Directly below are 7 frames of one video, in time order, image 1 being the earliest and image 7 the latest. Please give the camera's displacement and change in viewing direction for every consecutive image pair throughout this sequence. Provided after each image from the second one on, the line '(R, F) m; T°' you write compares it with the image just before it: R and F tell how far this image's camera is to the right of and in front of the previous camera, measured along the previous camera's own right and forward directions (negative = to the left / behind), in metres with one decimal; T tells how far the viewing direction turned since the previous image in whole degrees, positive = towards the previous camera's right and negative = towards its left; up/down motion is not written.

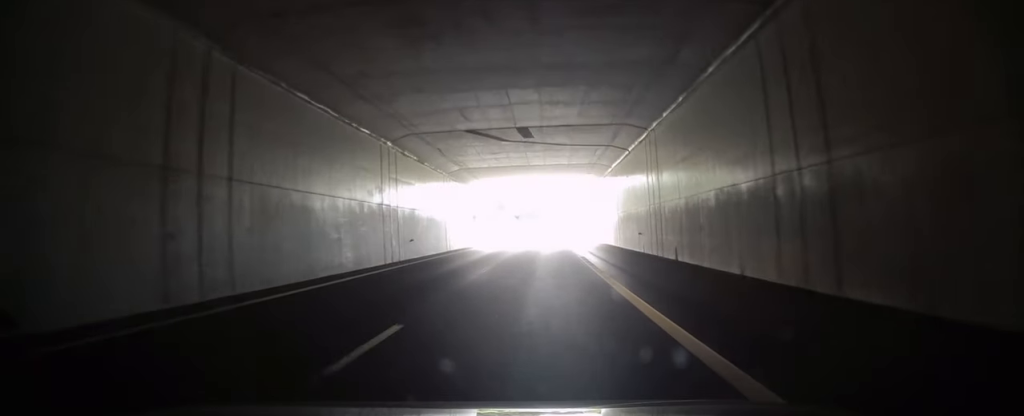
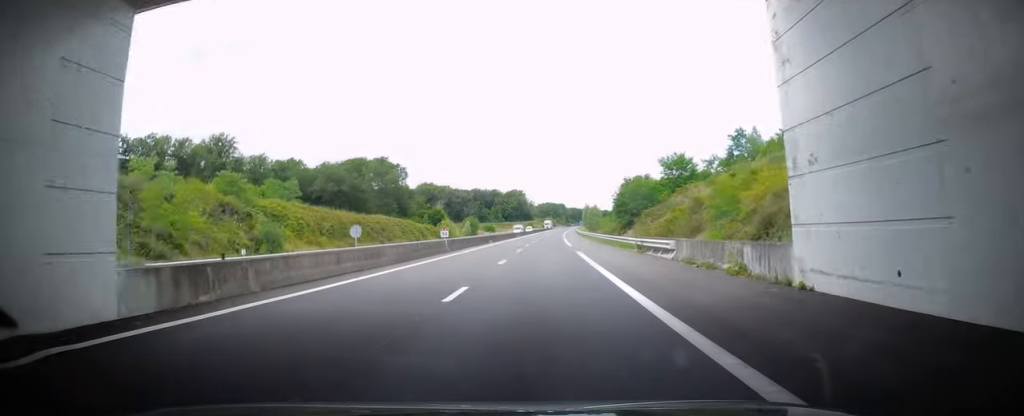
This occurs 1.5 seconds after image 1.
(0.0, +45.0) m; +2°
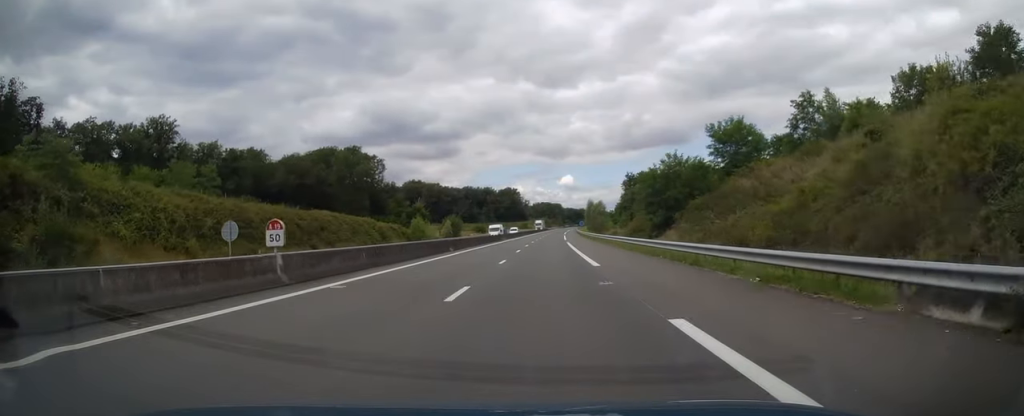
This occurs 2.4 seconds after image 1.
(+0.8, +25.5) m; +2°
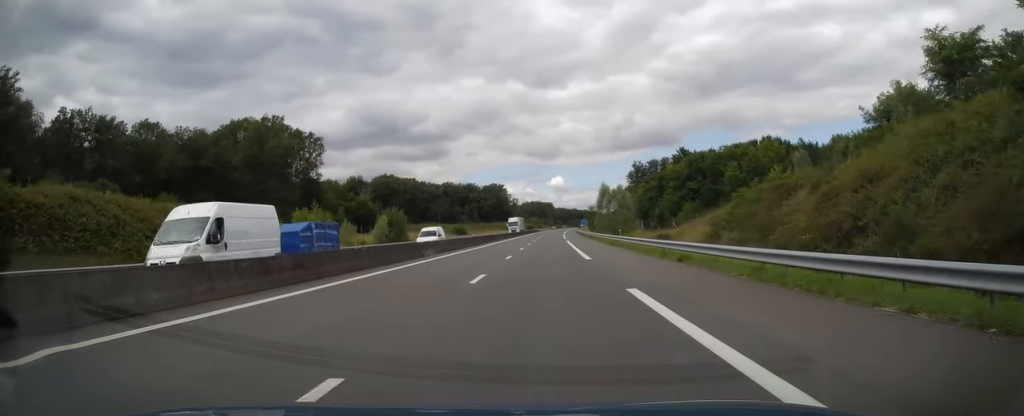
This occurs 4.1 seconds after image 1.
(0.0, +47.6) m; -2°
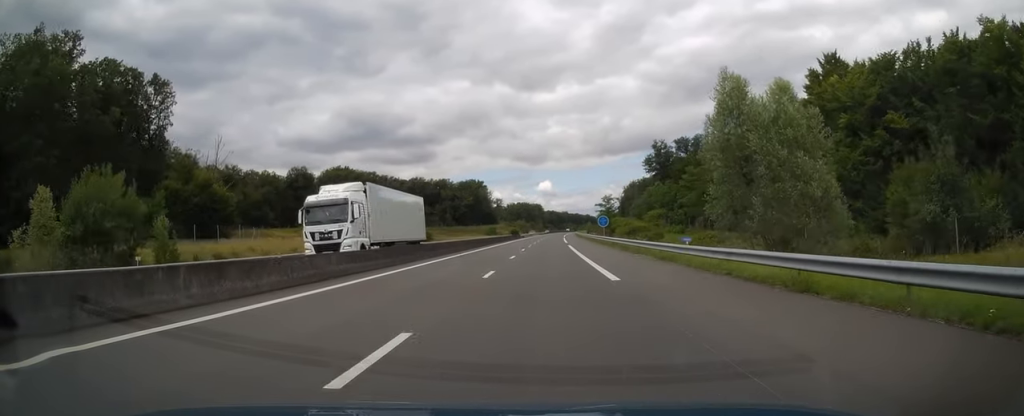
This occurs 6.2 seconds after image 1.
(+1.0, +62.3) m; +2°
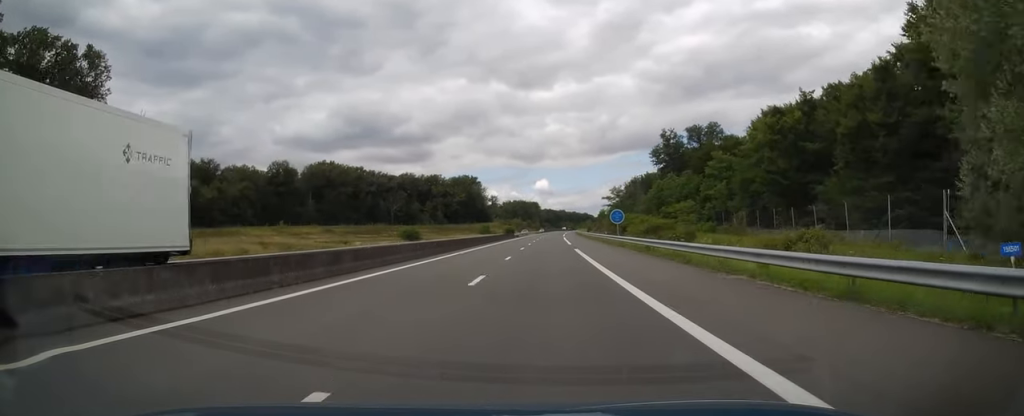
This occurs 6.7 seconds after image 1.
(-0.3, +16.1) m; 0°
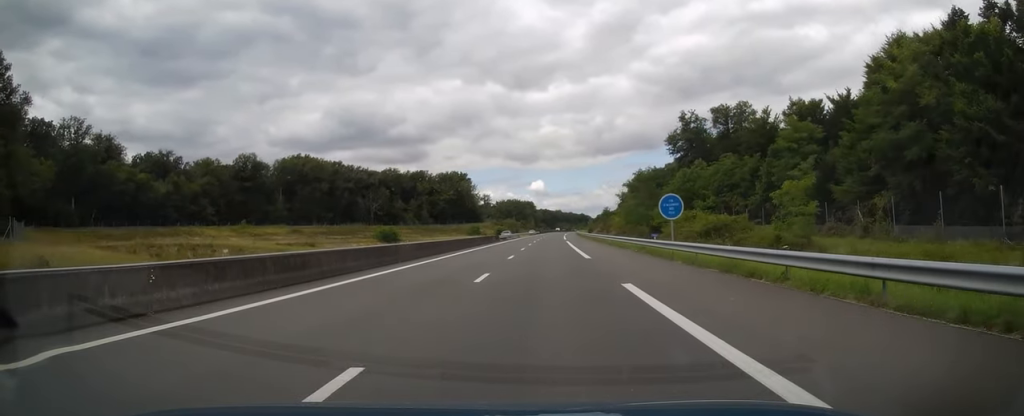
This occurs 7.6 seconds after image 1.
(+0.2, +24.9) m; +1°
